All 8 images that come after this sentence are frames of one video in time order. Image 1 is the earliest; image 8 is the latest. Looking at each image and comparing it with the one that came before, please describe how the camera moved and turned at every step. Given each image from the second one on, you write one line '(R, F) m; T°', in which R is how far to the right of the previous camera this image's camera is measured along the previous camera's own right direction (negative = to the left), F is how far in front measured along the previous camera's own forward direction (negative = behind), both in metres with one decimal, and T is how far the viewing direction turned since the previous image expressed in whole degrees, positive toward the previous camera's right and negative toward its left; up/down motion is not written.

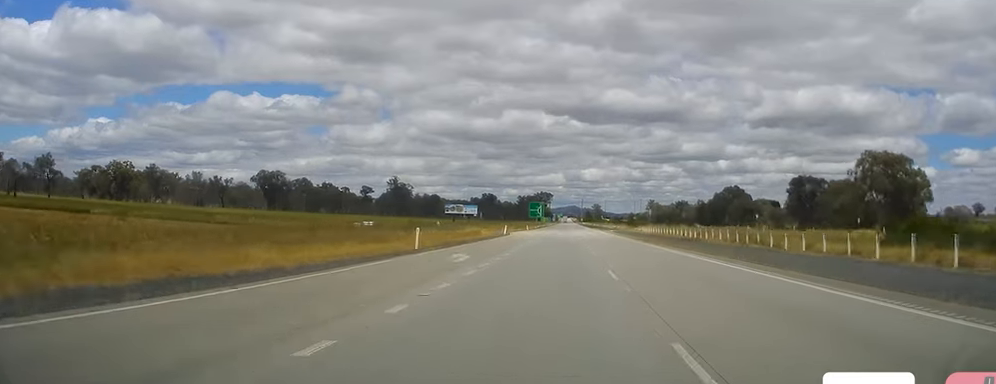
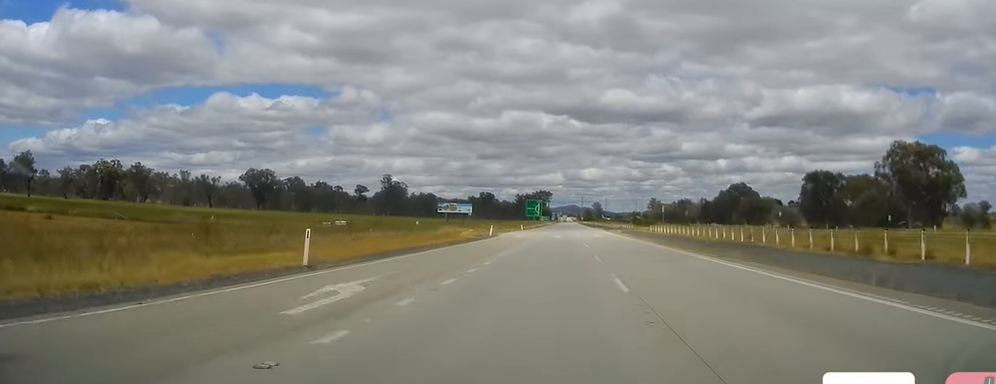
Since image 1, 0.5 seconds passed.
(+0.1, +15.3) m; +1°
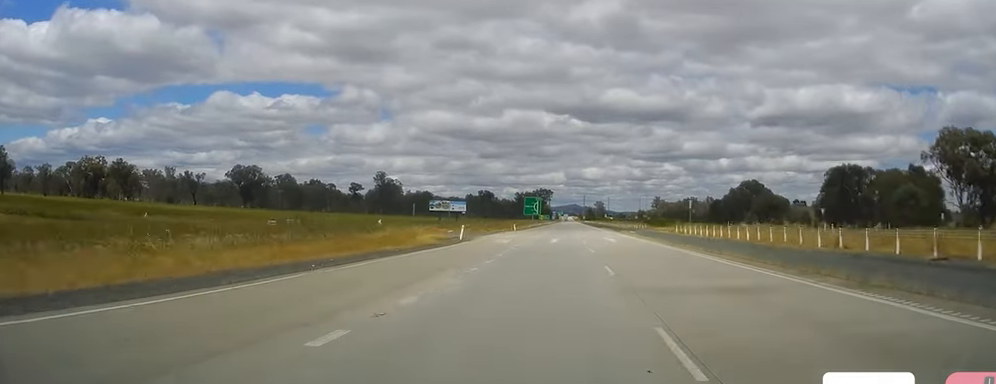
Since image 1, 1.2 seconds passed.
(+0.1, +20.1) m; 0°
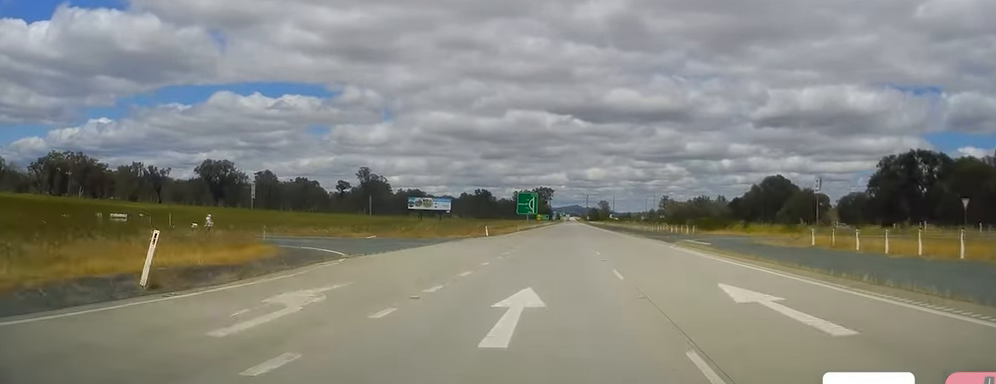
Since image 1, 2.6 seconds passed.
(-0.2, +38.4) m; -1°
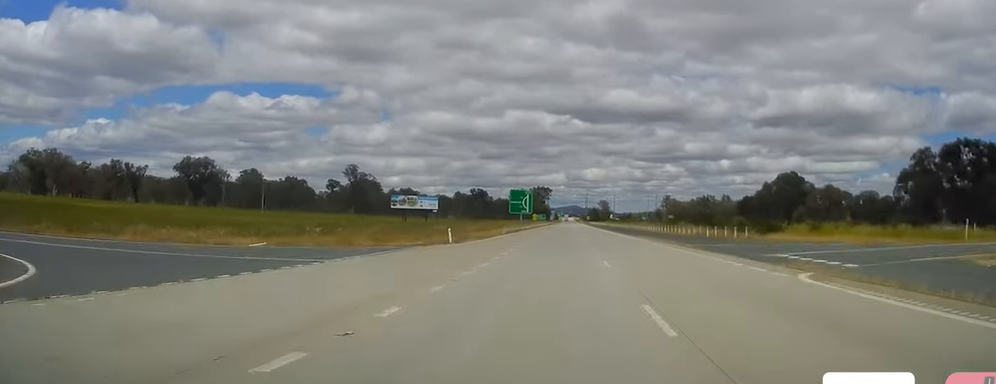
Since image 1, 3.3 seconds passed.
(-0.1, +20.1) m; -1°
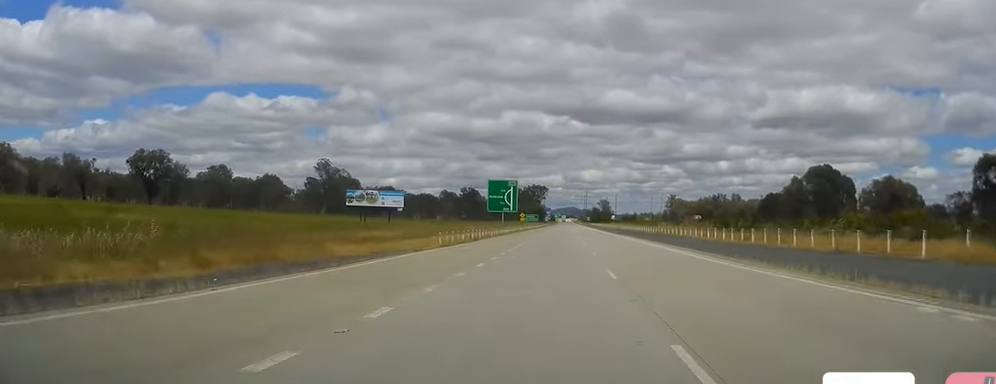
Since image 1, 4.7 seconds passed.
(-0.1, +40.1) m; +1°
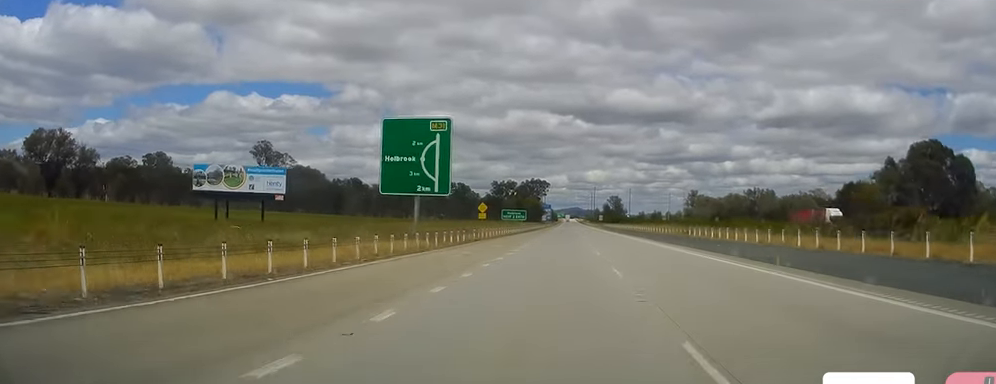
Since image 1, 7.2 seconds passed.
(+0.5, +72.6) m; 0°
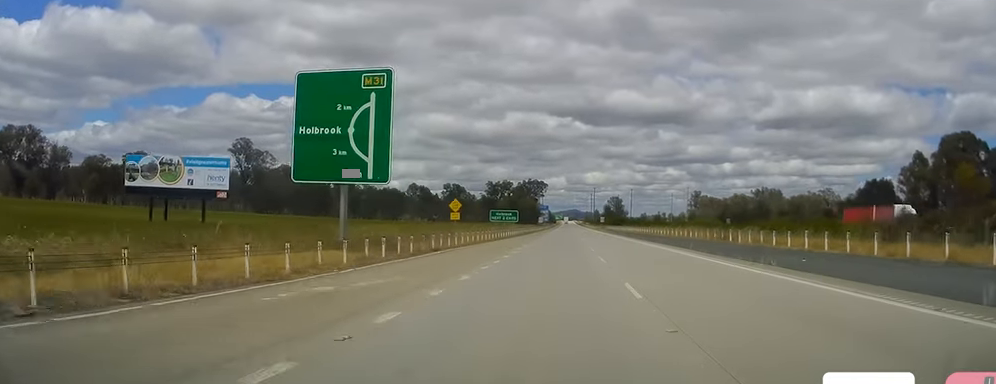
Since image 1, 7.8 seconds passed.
(0.0, +16.2) m; 0°
